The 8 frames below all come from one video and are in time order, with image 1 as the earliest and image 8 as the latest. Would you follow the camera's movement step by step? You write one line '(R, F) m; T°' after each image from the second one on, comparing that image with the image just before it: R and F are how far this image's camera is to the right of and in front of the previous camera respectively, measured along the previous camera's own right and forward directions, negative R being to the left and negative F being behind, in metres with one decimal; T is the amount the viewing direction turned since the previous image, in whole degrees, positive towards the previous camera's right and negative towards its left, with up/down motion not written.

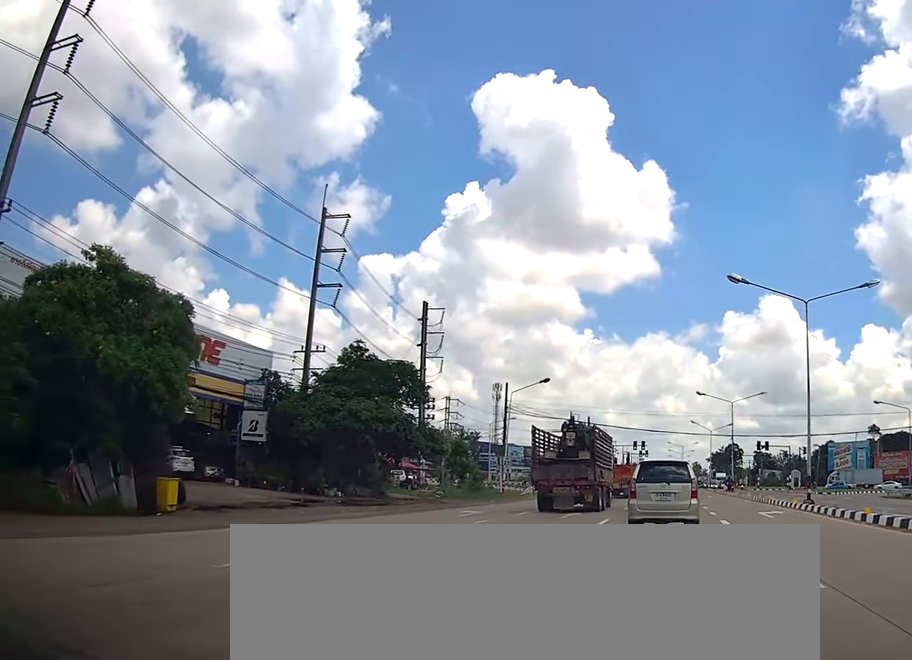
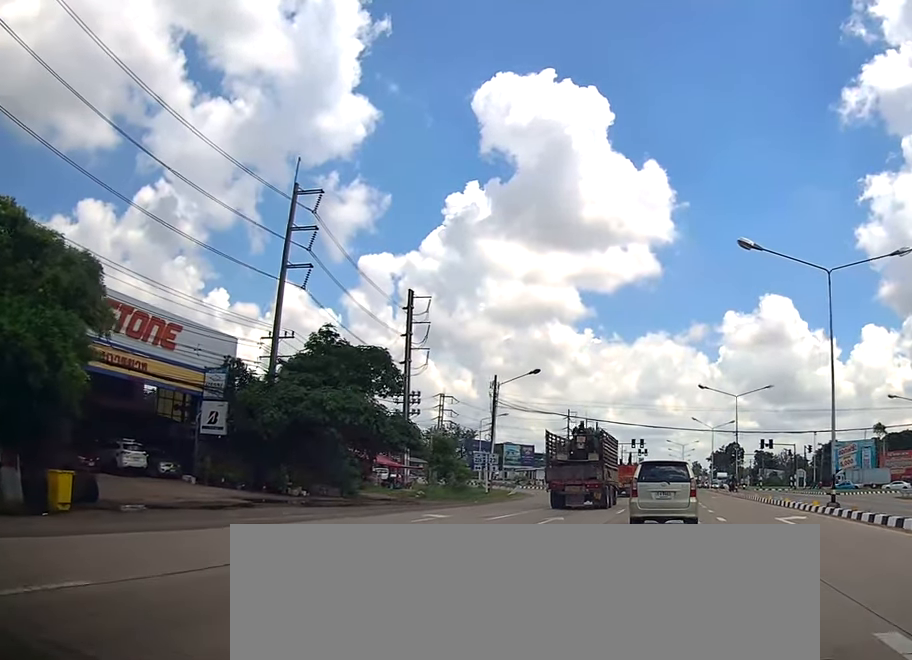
(+0.1, +3.9) m; 0°
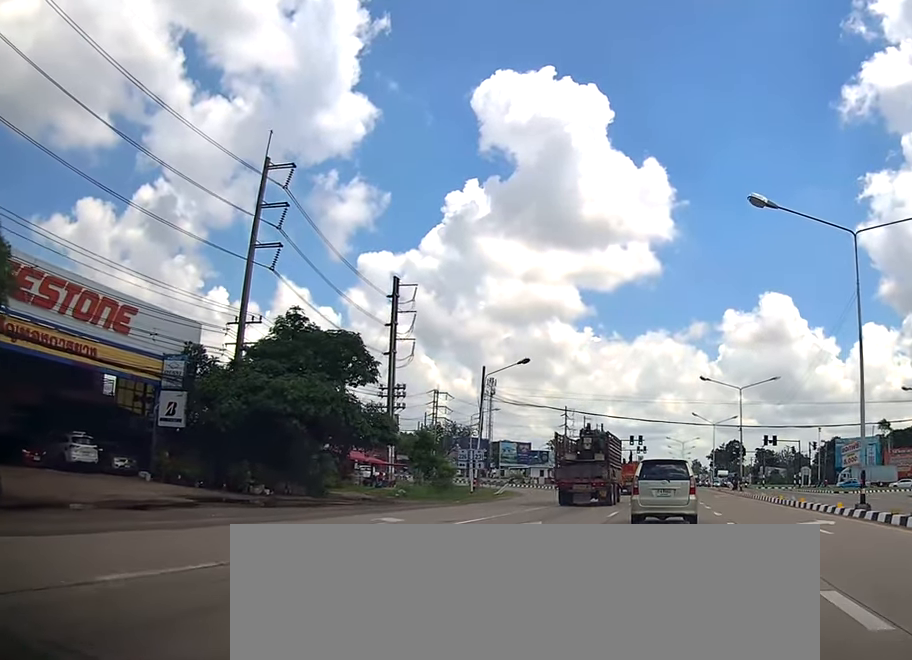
(-0.2, +3.6) m; -1°
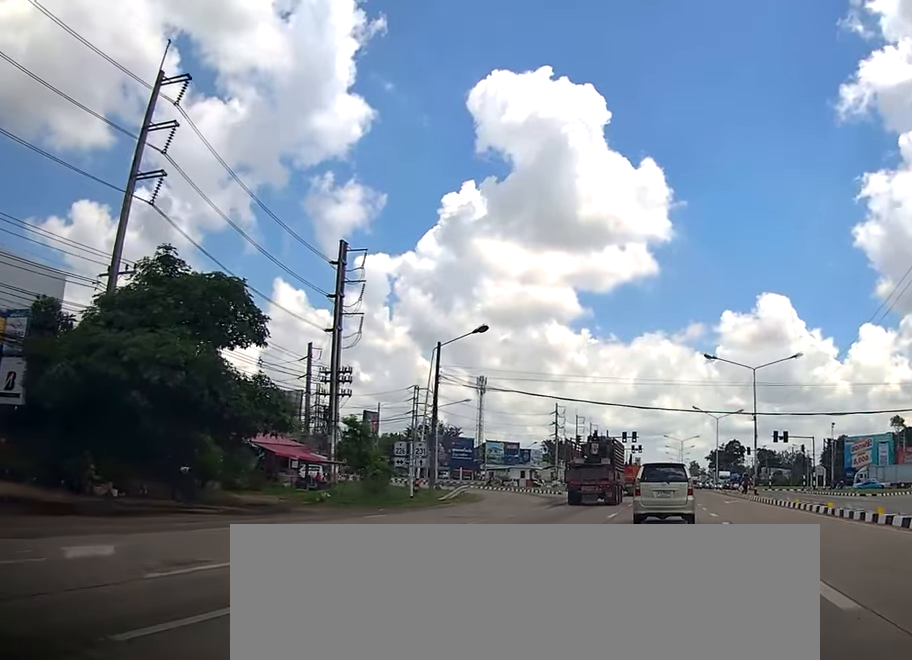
(-0.1, +10.2) m; -3°
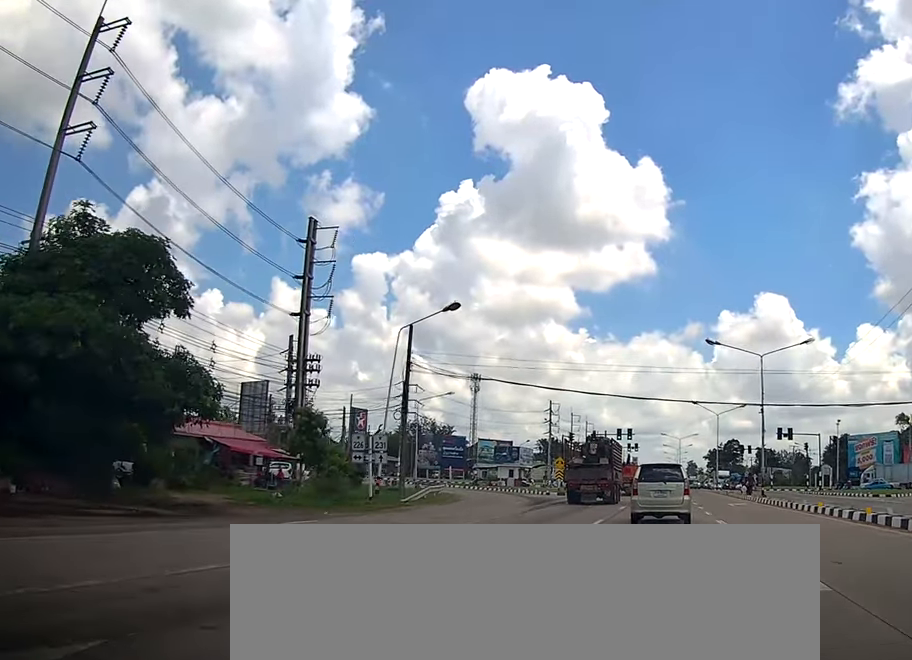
(-0.2, +4.8) m; 0°
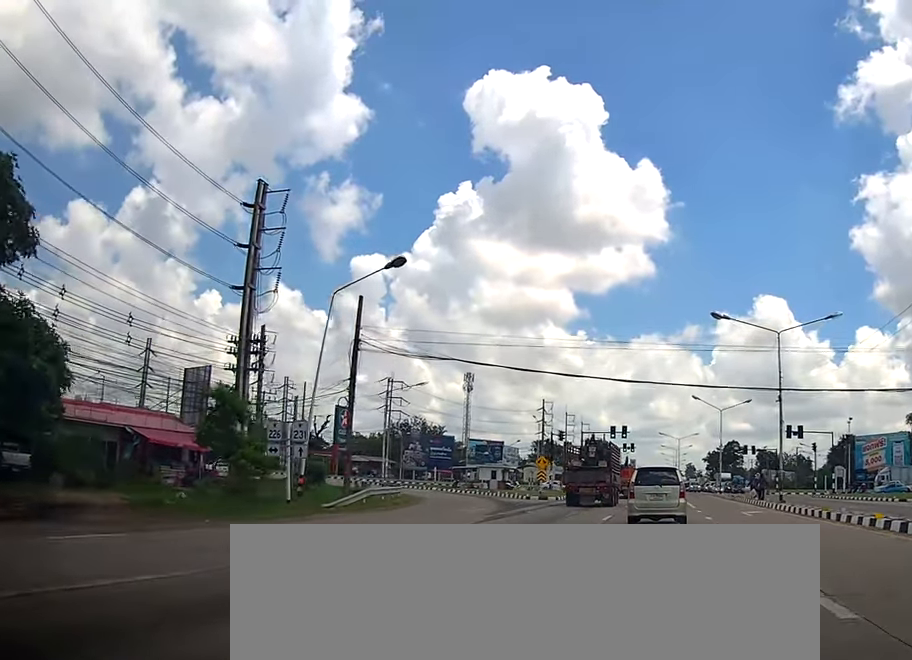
(-0.1, +6.9) m; 0°
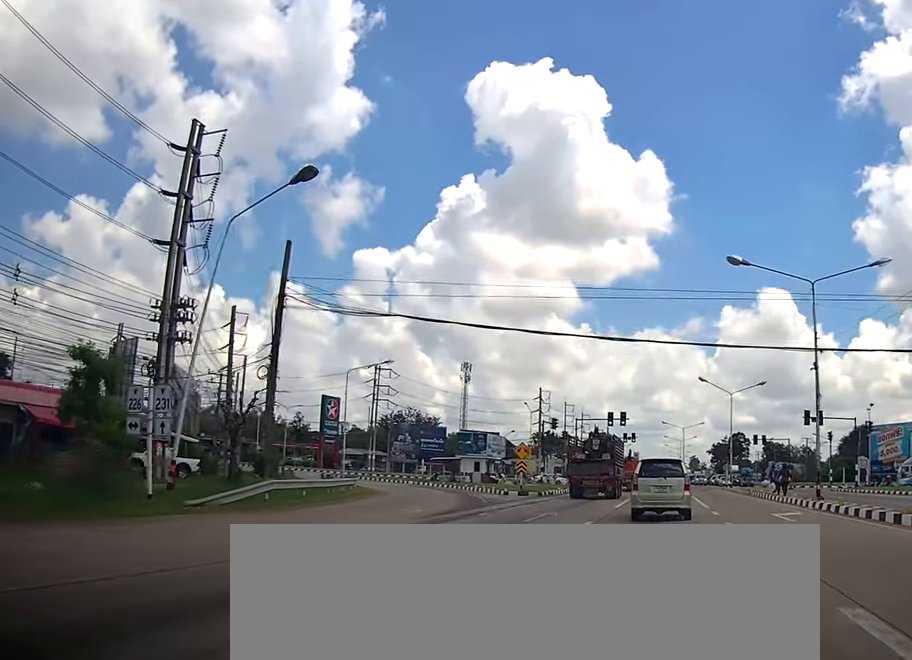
(+0.1, +7.5) m; +1°
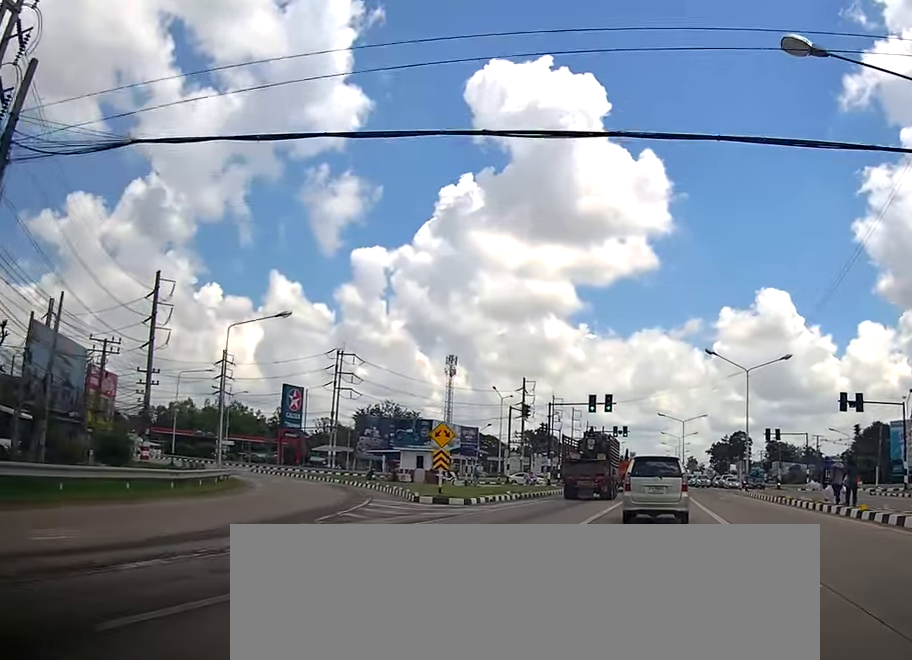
(+0.2, +14.2) m; +1°
